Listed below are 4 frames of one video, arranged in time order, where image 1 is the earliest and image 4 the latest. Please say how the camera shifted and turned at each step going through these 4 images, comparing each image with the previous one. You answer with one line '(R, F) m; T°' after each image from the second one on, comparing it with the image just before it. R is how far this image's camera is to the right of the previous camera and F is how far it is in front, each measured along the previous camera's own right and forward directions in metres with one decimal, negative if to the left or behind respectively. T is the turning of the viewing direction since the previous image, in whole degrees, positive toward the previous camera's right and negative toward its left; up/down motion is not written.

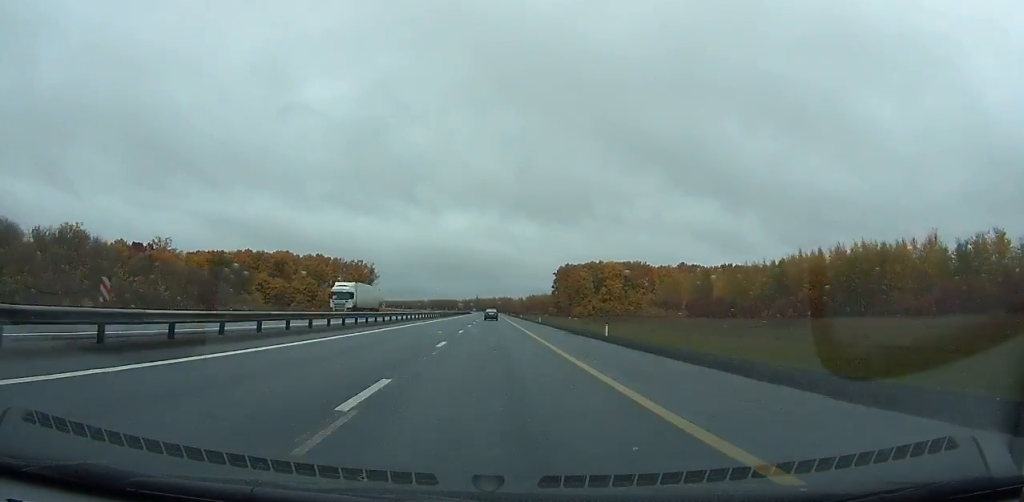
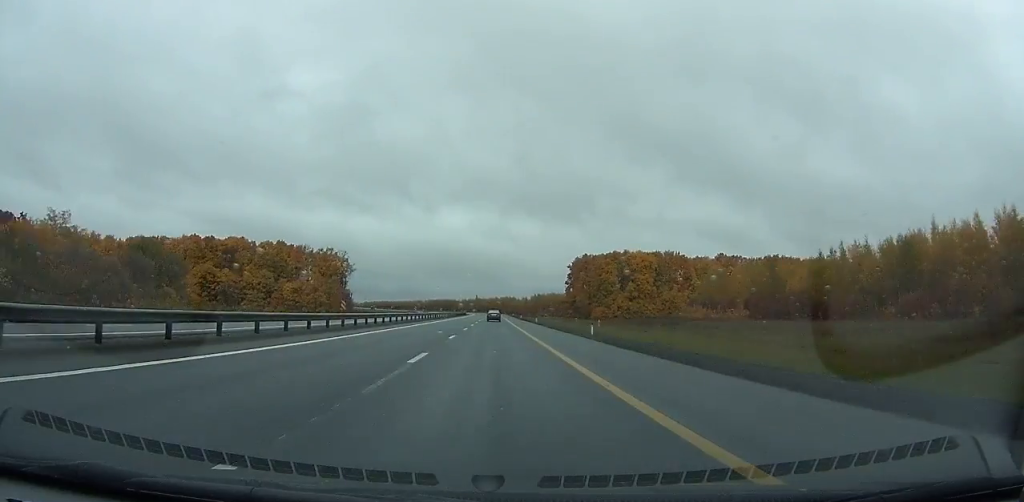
(+0.2, +42.8) m; 0°
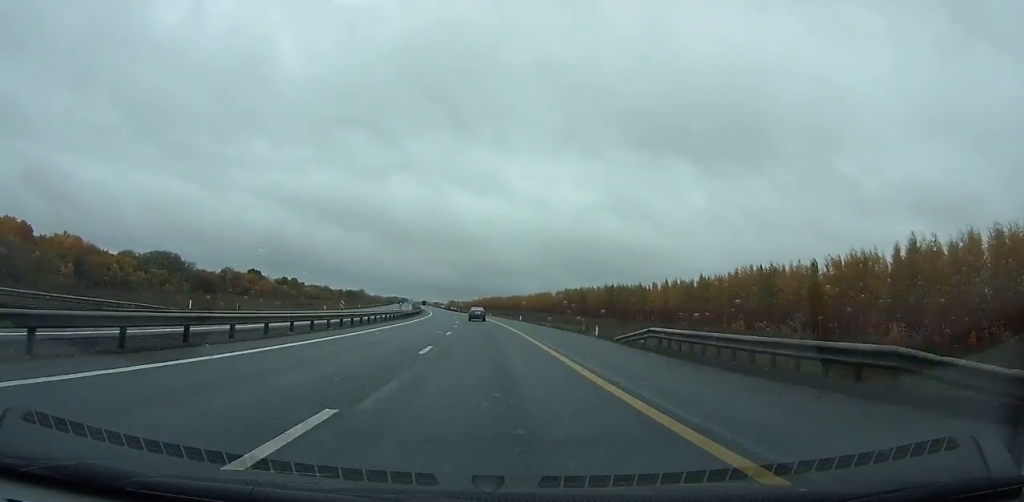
(-31.2, +418.6) m; -14°
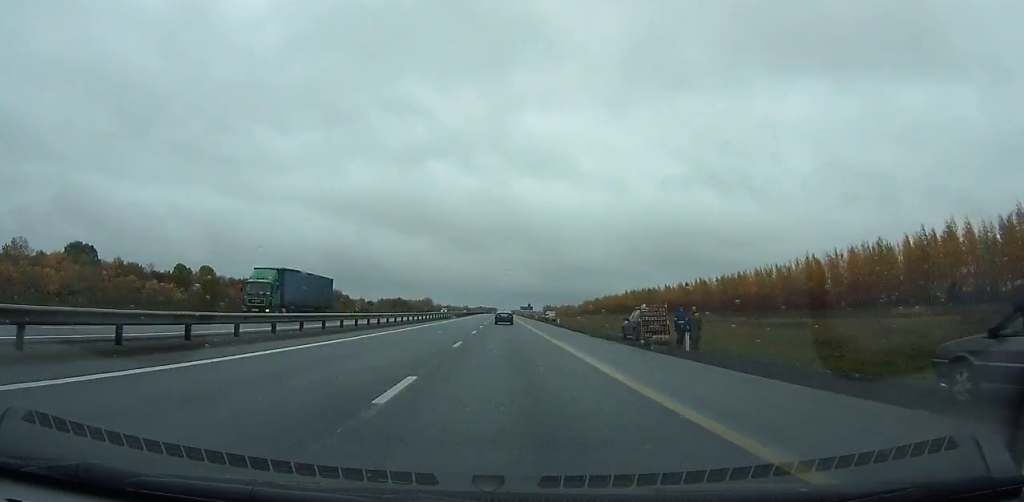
(-25.6, +236.1) m; -9°
